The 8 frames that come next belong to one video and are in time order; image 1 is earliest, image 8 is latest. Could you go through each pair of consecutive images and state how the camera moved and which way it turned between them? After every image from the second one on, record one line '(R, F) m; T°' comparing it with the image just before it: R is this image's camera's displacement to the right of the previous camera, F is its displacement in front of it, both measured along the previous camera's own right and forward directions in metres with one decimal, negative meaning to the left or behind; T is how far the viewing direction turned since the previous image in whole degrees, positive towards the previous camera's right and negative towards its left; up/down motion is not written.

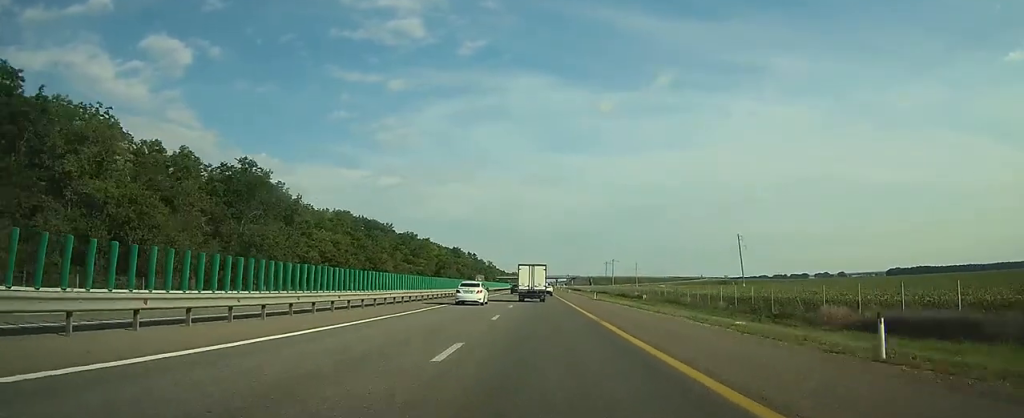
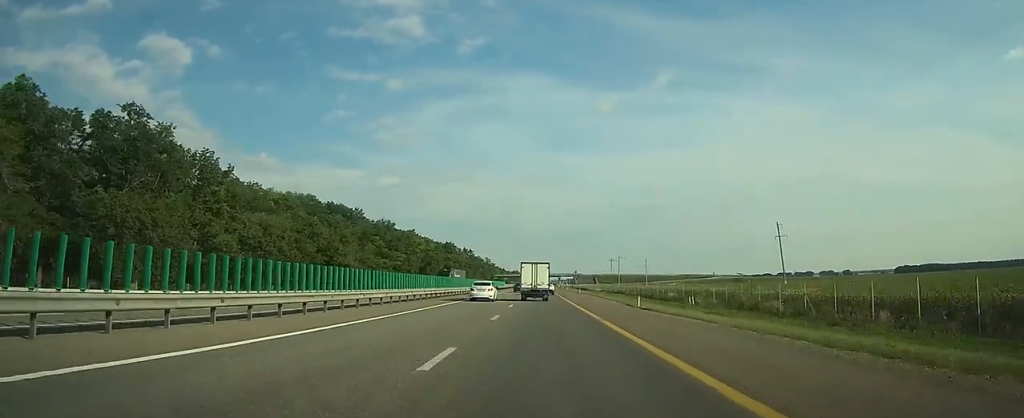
(0.0, +25.0) m; 0°
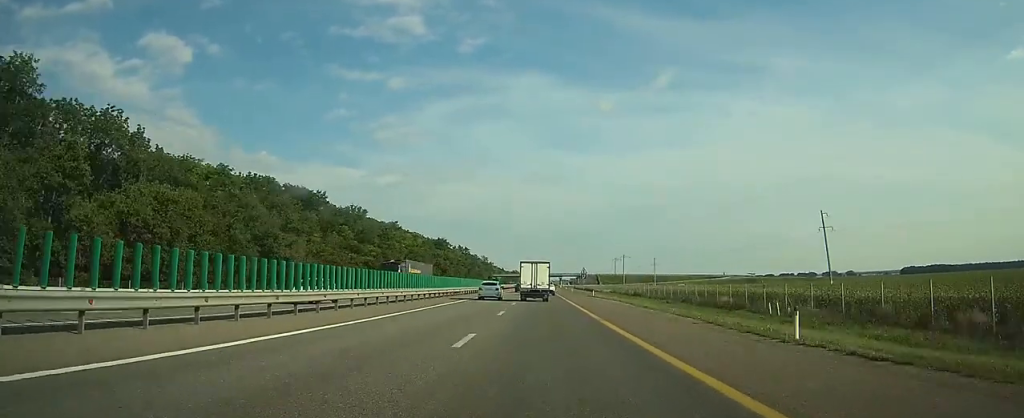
(0.0, +20.8) m; 0°
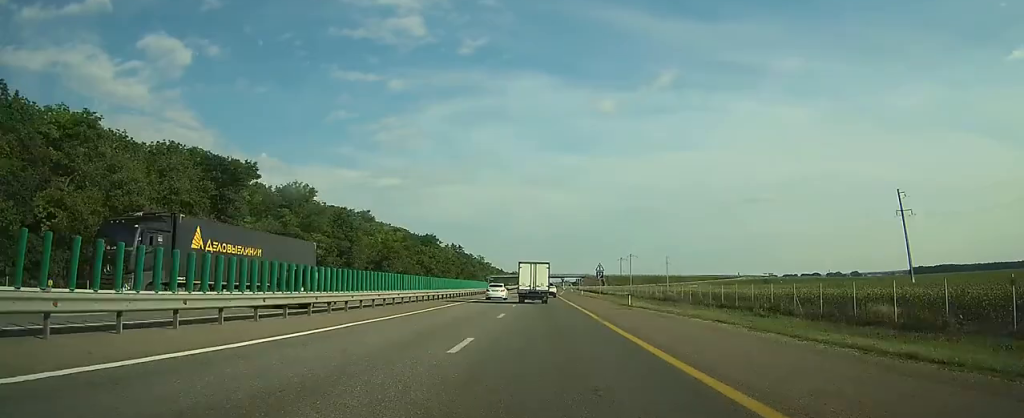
(0.0, +24.9) m; 0°
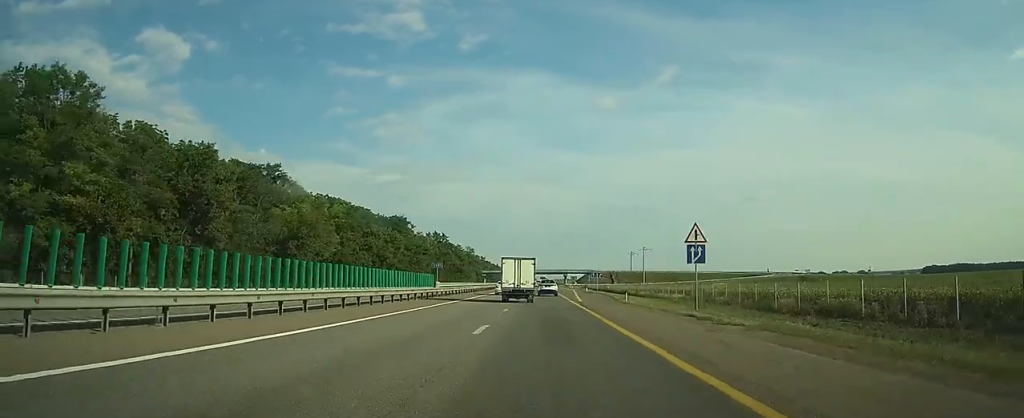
(+0.1, +44.3) m; 0°
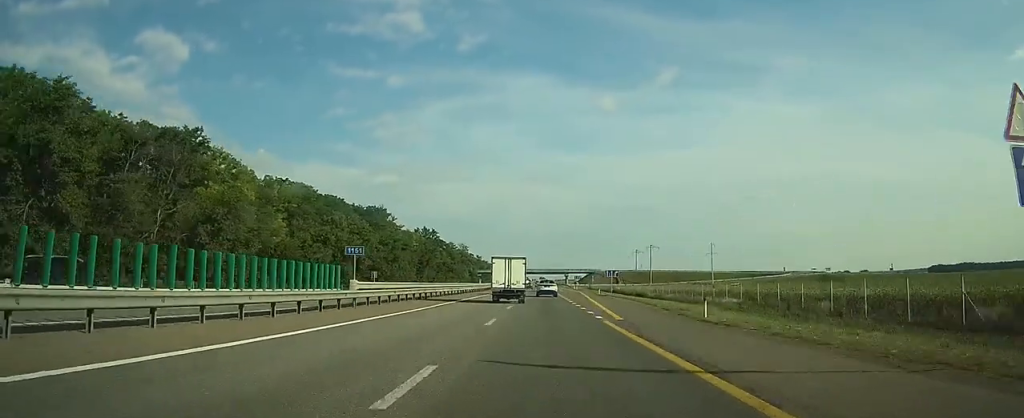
(0.0, +20.4) m; 0°
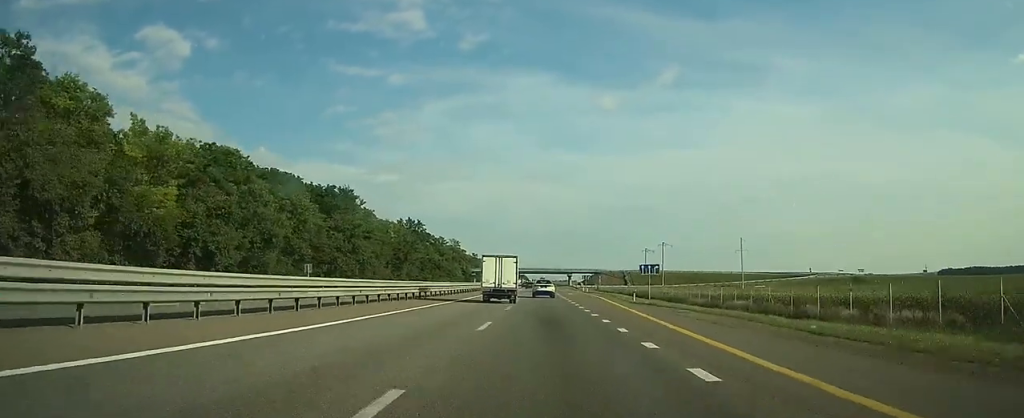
(0.0, +26.3) m; 0°
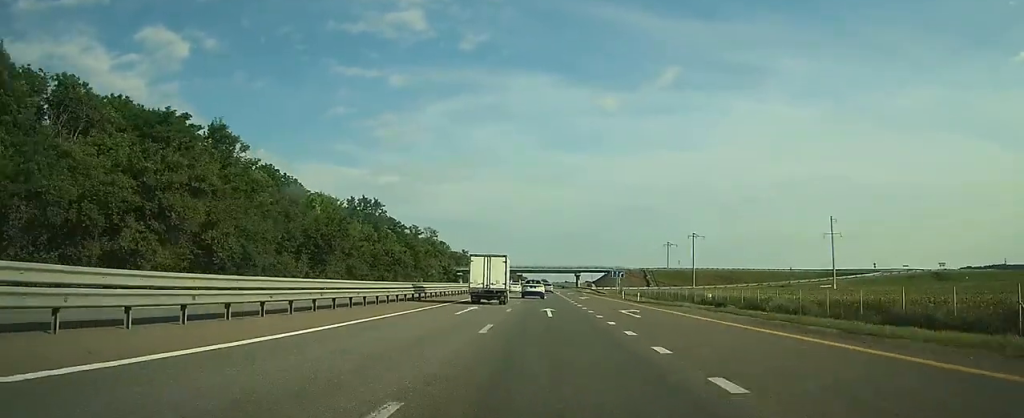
(0.0, +49.0) m; 0°
